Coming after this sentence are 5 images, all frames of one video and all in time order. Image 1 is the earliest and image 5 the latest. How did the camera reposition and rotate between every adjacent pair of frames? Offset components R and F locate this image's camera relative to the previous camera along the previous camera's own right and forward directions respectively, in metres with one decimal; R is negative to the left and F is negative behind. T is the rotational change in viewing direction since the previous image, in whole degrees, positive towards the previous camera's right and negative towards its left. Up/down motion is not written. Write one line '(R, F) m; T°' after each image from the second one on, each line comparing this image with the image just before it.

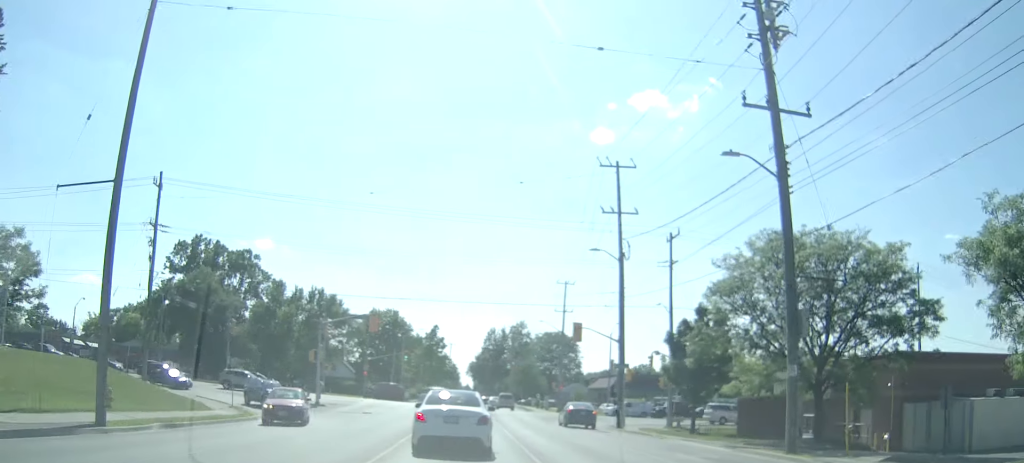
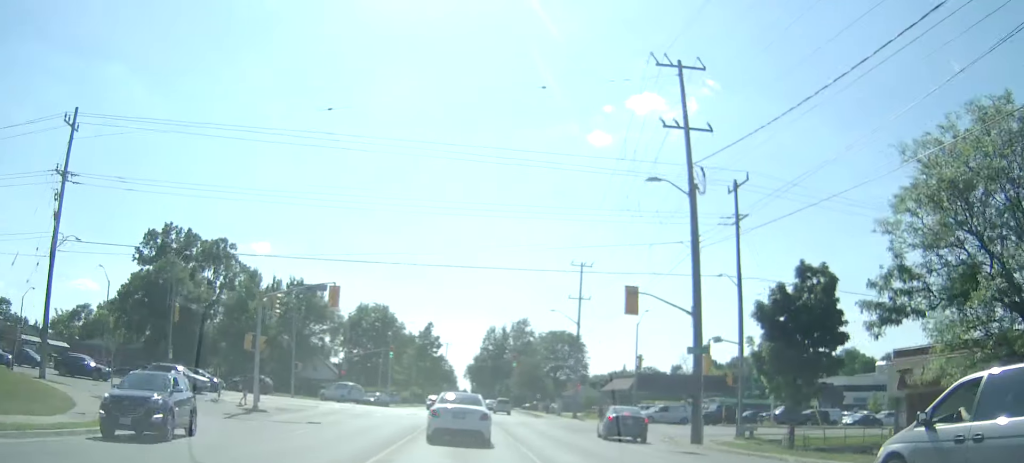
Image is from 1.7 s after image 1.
(+0.1, +13.5) m; +1°
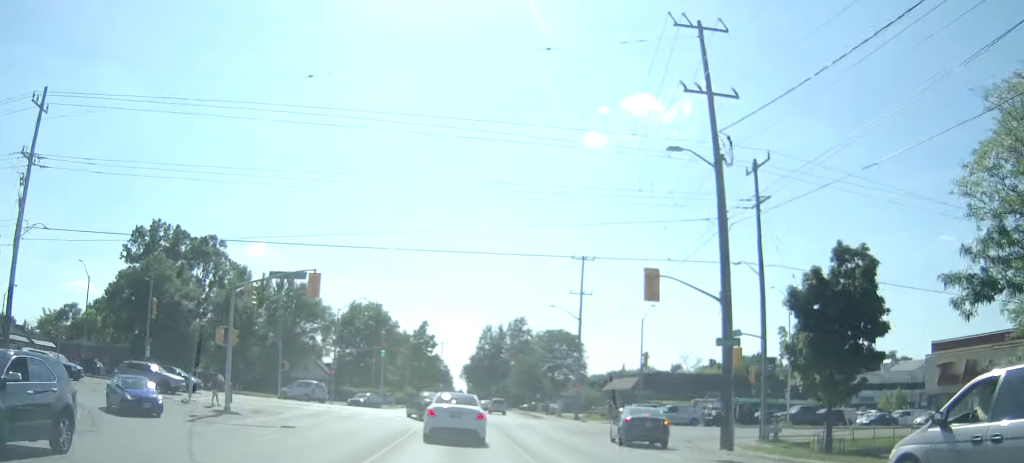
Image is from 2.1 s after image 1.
(0.0, +3.6) m; 0°
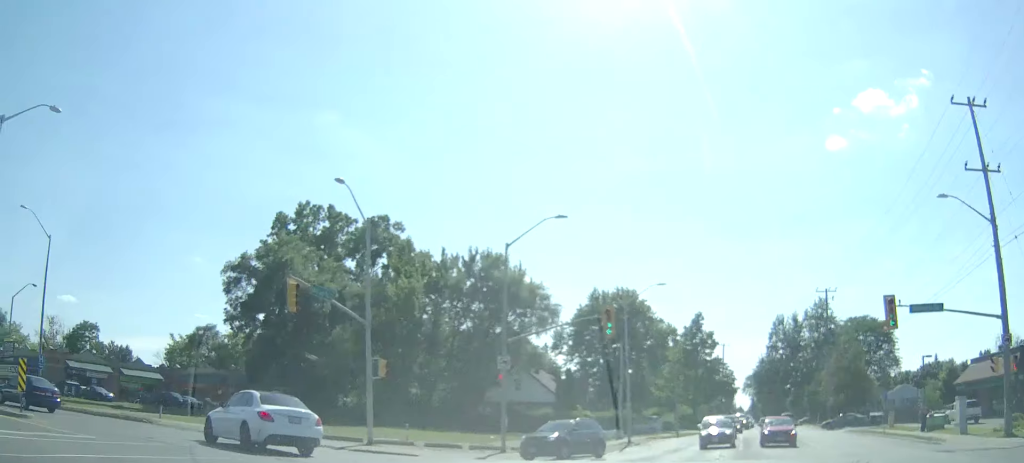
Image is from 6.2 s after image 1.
(-1.6, +38.6) m; -18°
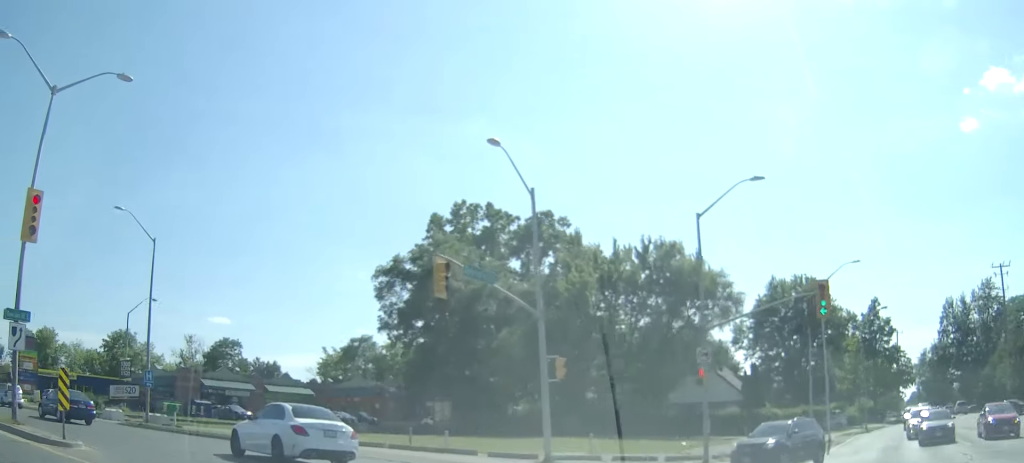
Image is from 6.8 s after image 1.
(-0.1, +5.6) m; -13°
